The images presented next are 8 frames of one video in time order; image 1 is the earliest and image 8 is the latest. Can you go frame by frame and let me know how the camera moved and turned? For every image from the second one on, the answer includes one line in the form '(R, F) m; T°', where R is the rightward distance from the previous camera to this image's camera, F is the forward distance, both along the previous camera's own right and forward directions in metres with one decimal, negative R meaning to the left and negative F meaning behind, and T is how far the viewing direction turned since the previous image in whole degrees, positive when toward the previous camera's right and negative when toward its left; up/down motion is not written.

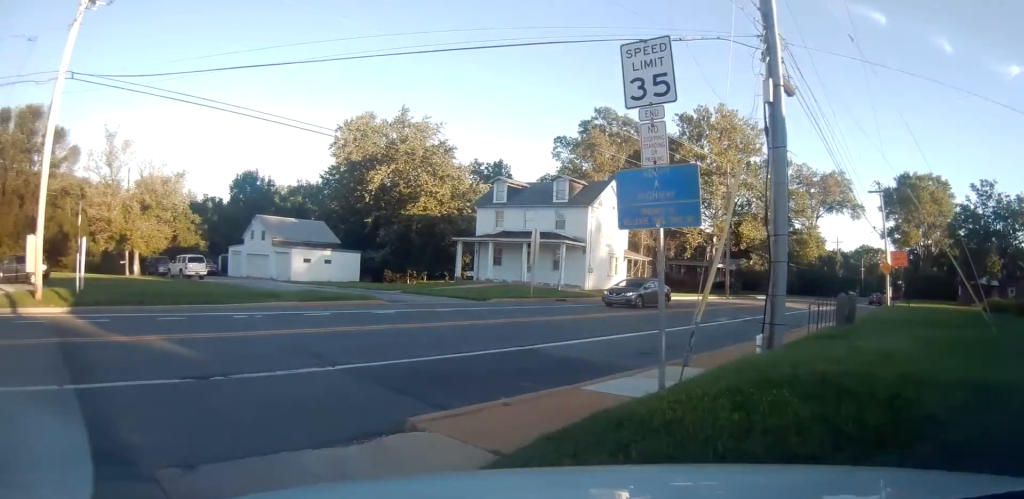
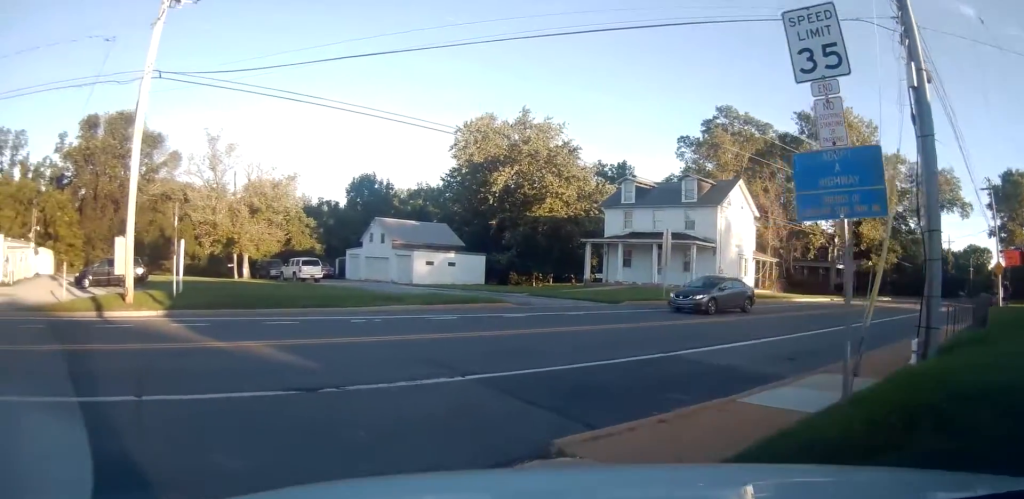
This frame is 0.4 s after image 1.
(-0.1, +1.2) m; -14°
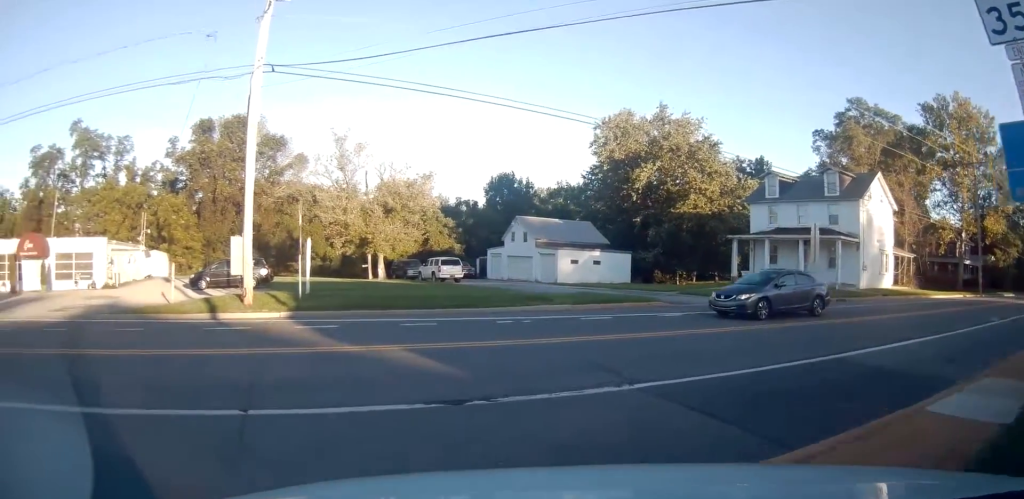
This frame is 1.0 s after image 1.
(-0.3, +1.4) m; -17°
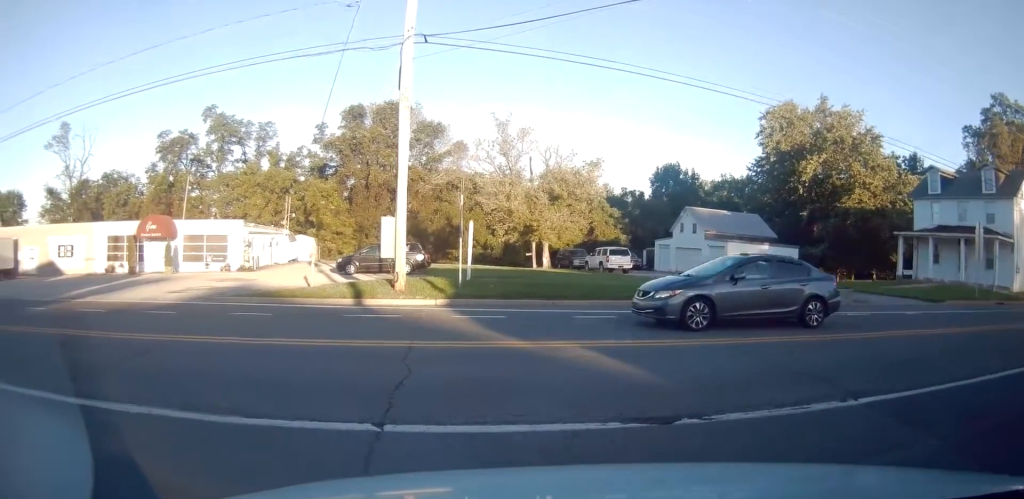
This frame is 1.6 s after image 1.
(-0.3, +1.6) m; -11°
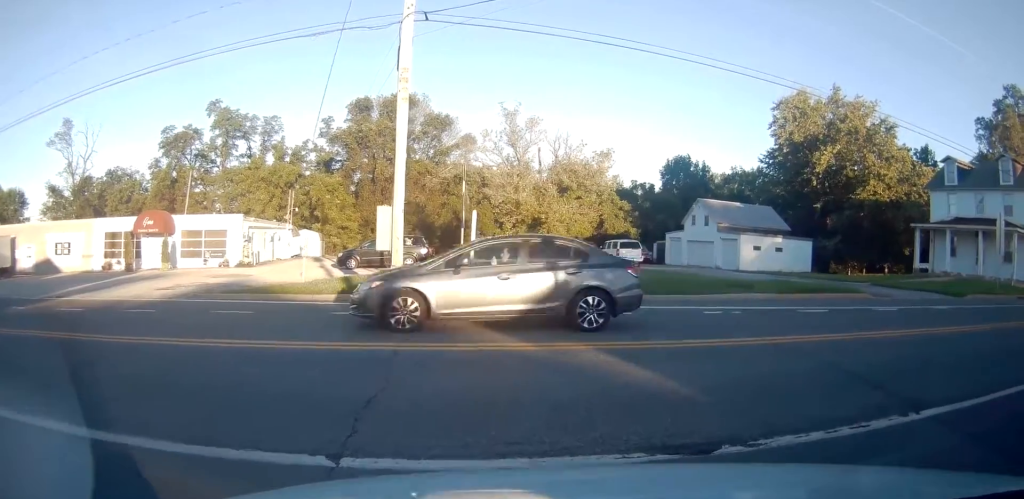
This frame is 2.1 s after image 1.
(-0.3, +1.1) m; -3°
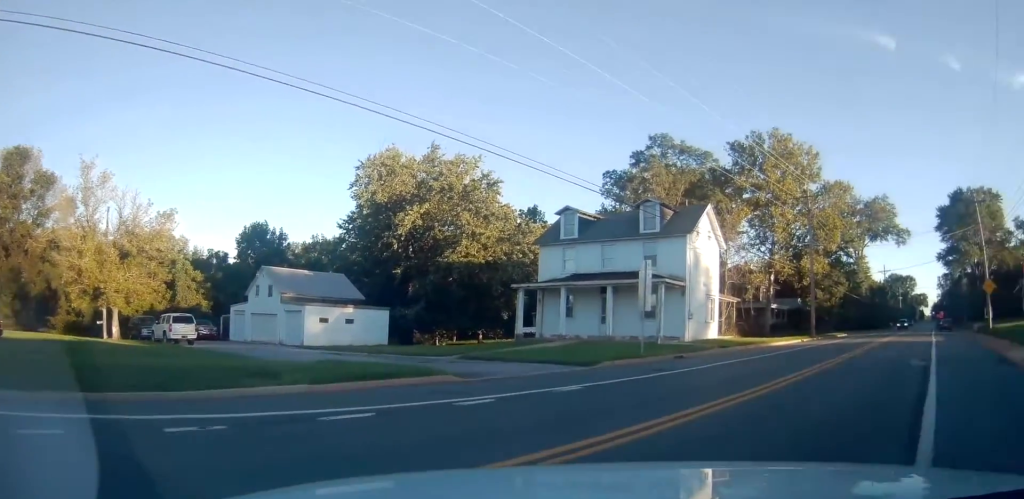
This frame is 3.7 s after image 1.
(+0.9, +5.2) m; +24°
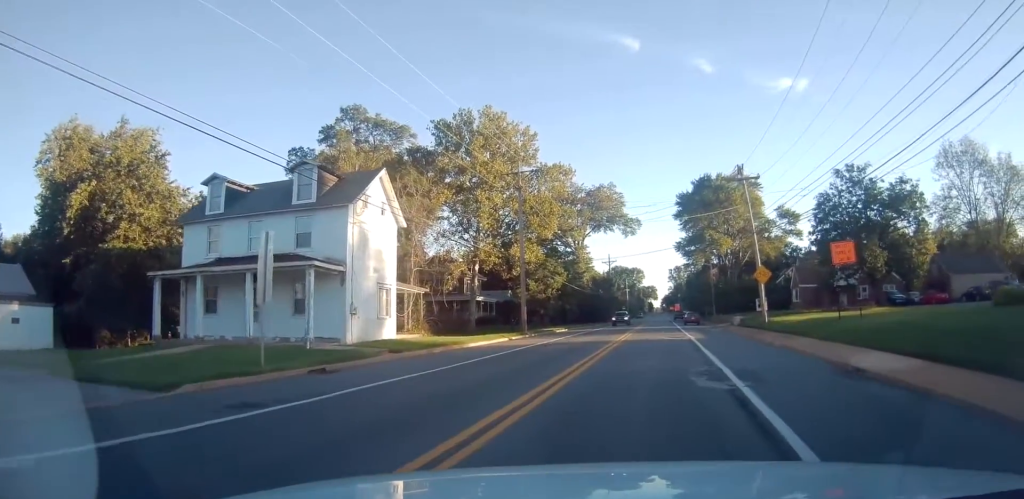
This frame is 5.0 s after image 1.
(+0.8, +3.8) m; +25°
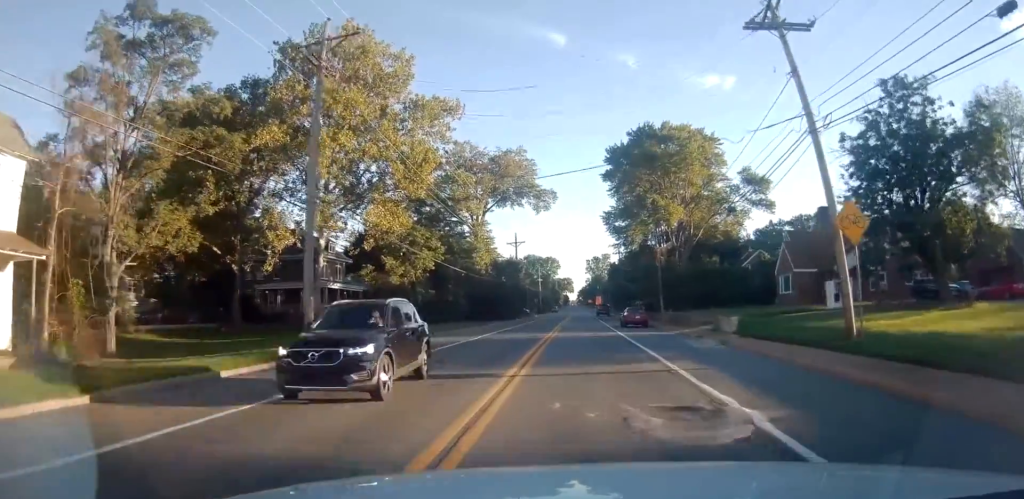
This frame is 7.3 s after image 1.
(+3.0, +15.3) m; +14°
